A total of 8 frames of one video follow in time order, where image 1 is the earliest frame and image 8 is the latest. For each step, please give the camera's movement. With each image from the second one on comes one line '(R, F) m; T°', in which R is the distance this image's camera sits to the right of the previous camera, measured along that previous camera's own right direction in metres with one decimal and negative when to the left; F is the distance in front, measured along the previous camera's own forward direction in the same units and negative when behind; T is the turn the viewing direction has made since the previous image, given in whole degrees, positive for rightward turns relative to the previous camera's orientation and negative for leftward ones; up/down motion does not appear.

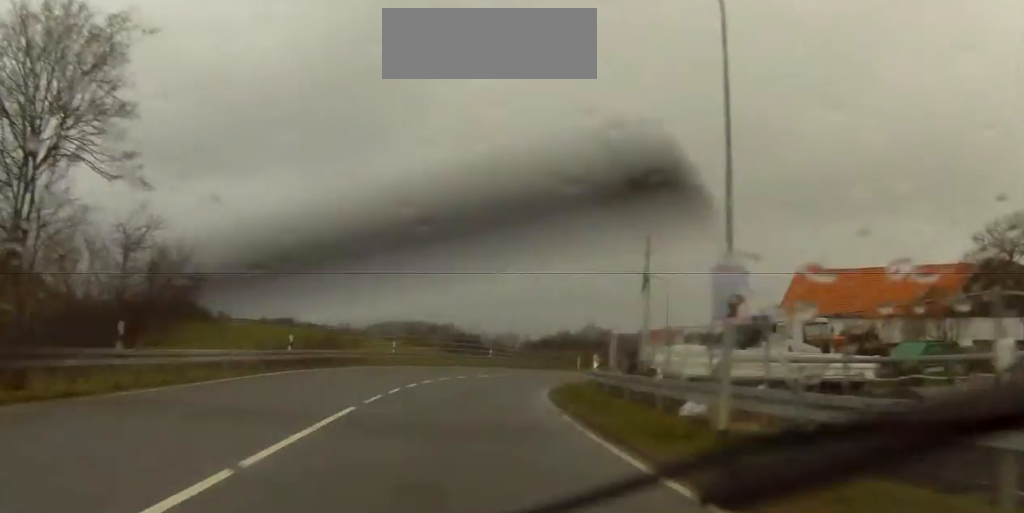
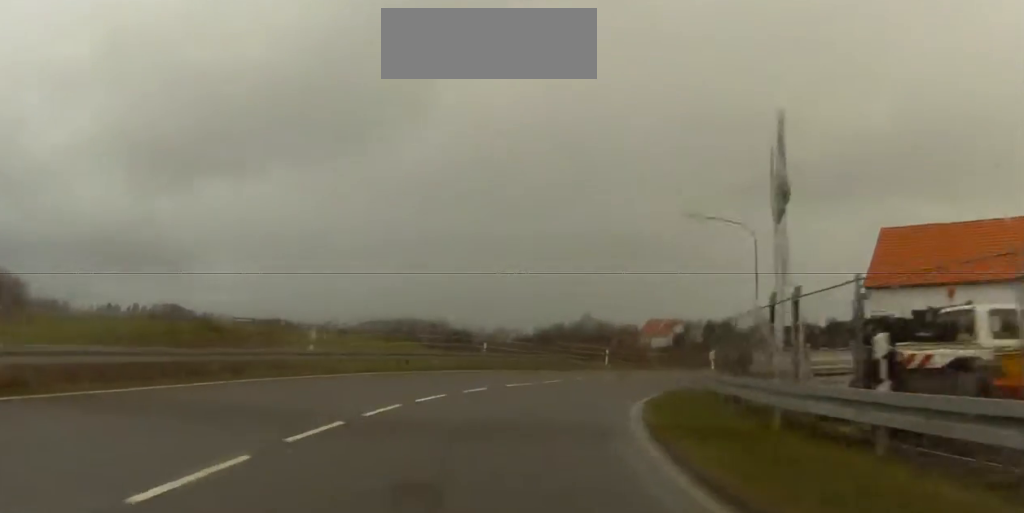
(-1.4, +22.3) m; -4°
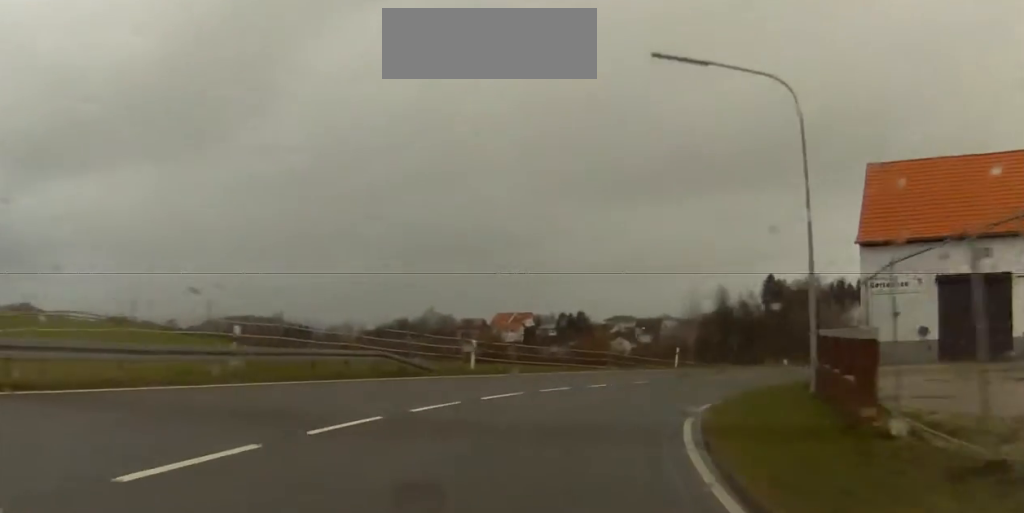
(-1.0, +22.7) m; +3°
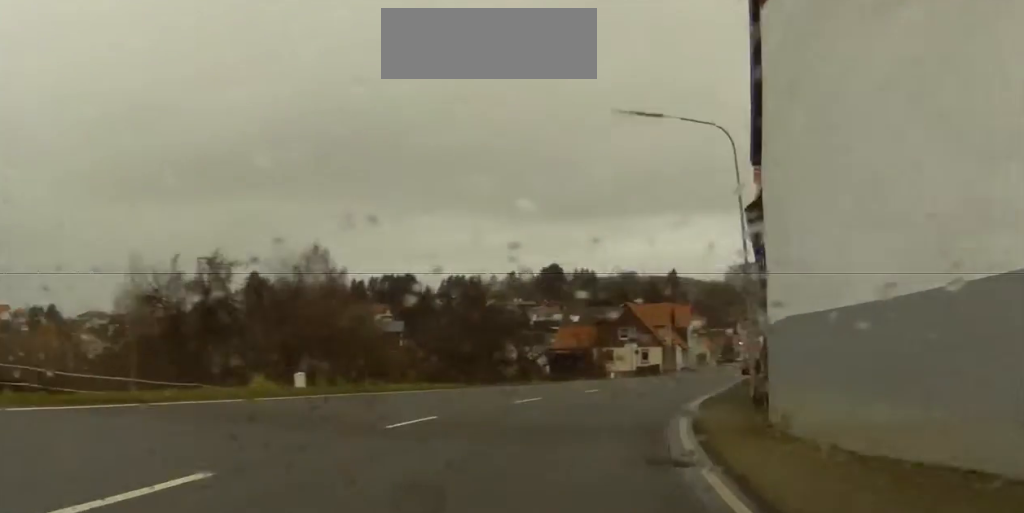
(+7.1, +42.6) m; +21°
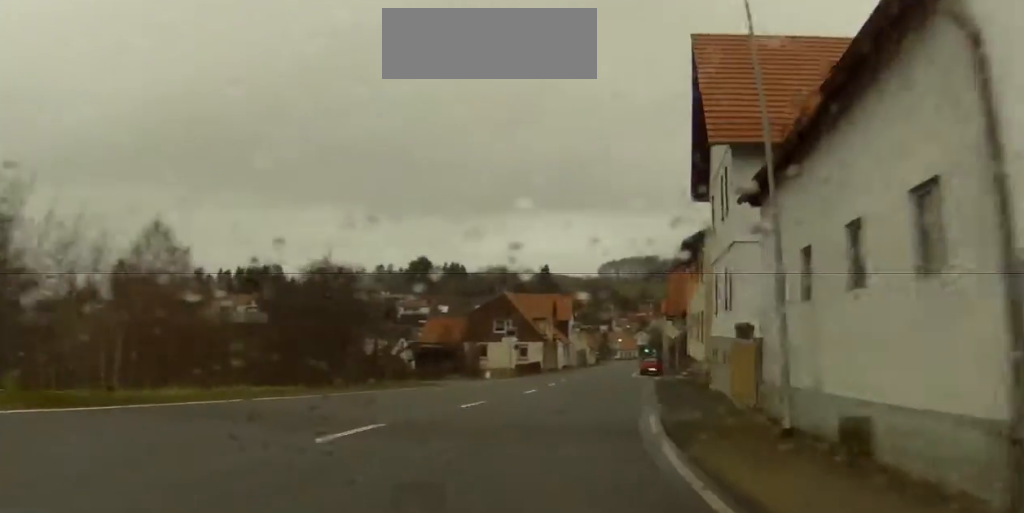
(+1.0, +12.6) m; +6°
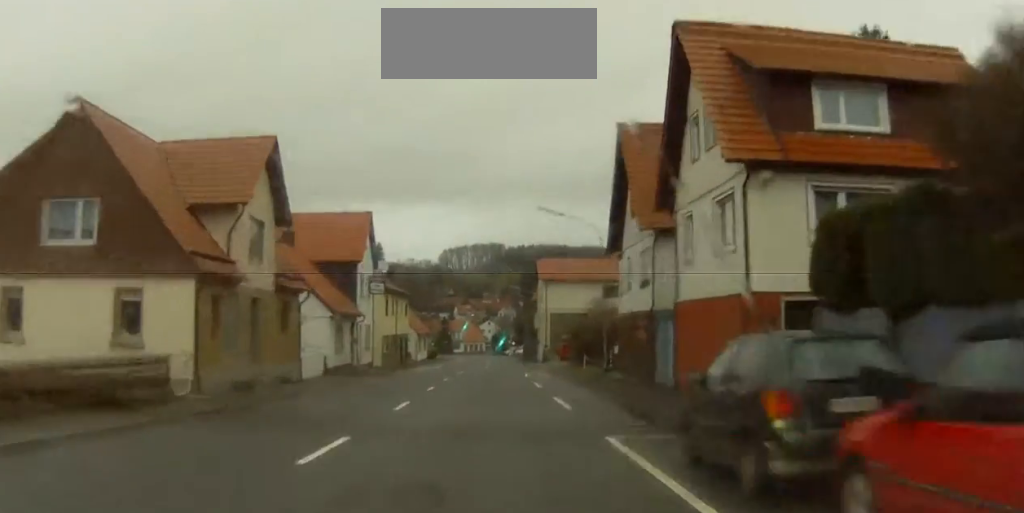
(+15.4, +64.6) m; +19°
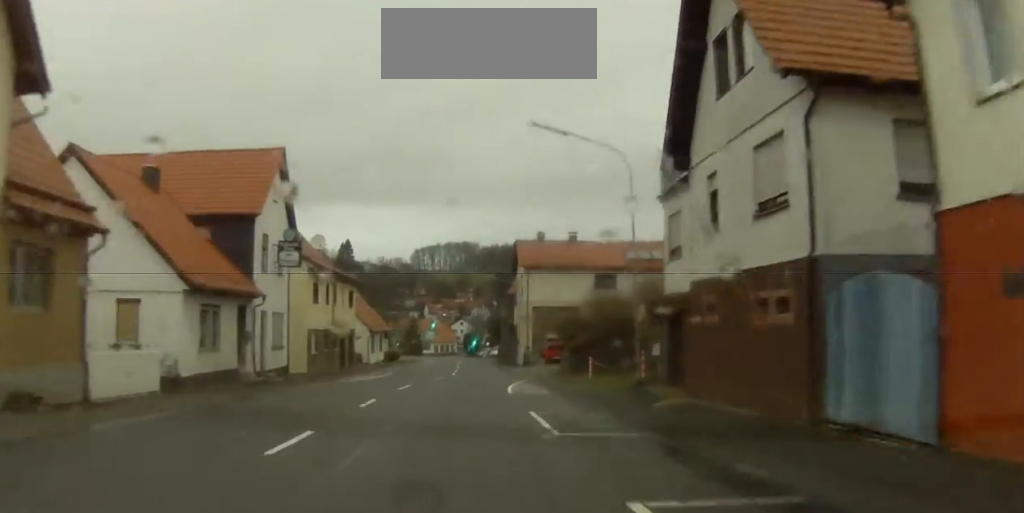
(+0.4, +17.1) m; +1°
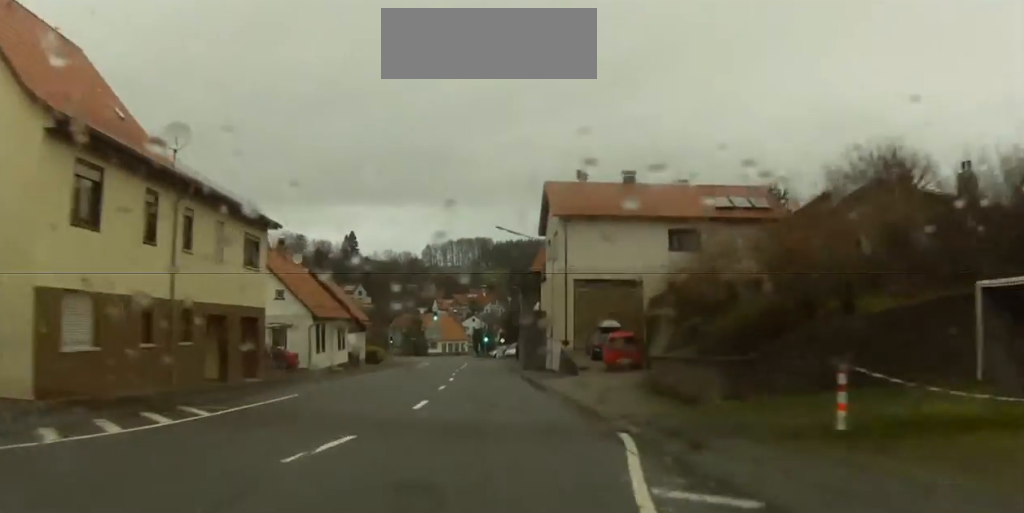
(0.0, +28.3) m; +1°
